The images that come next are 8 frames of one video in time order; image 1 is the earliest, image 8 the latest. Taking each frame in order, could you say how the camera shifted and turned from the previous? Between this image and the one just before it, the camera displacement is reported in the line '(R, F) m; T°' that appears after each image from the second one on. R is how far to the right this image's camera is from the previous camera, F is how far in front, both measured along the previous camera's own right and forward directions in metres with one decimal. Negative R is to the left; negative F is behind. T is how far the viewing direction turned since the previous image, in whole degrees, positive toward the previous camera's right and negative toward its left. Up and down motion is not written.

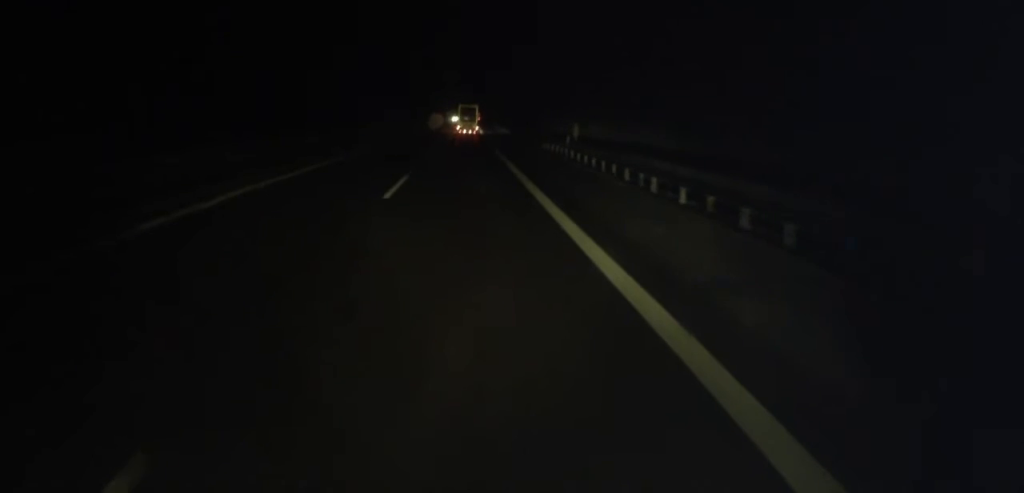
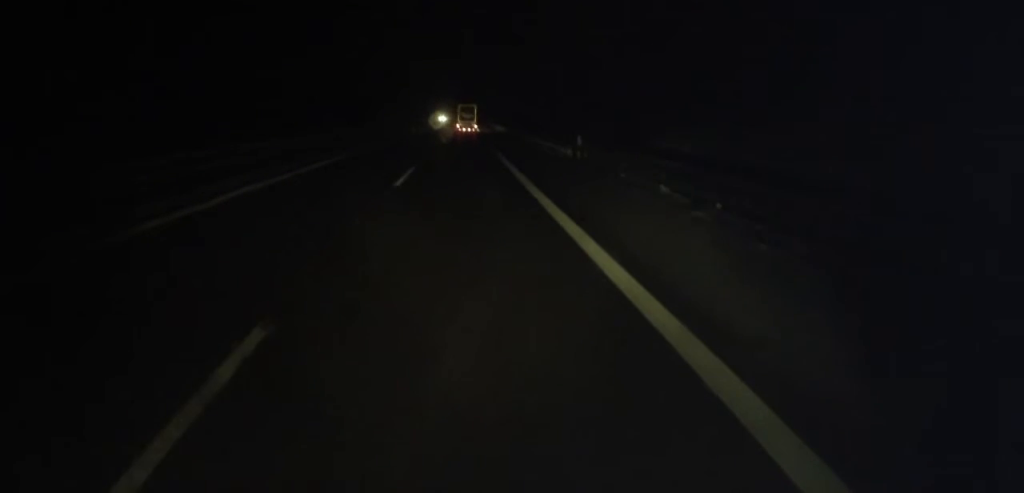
(+0.1, +51.7) m; 0°
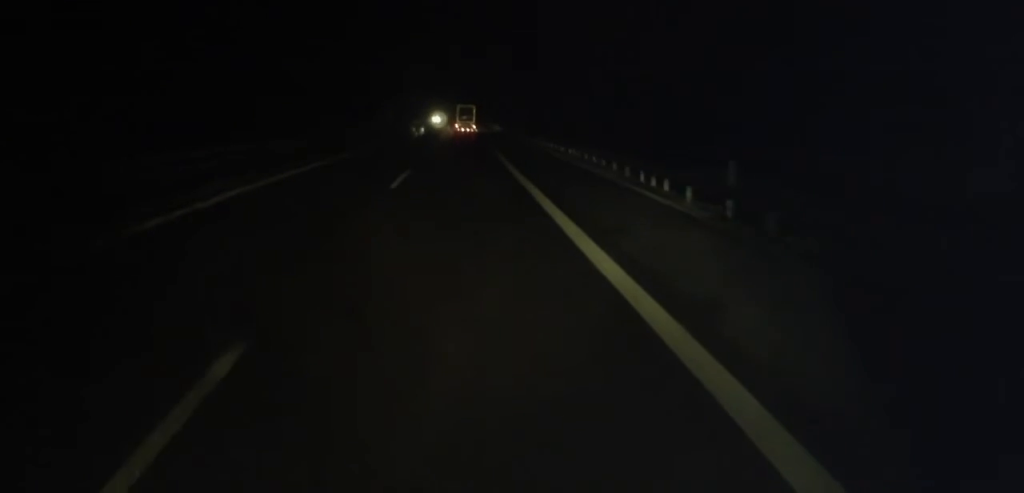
(+0.4, +18.7) m; +1°
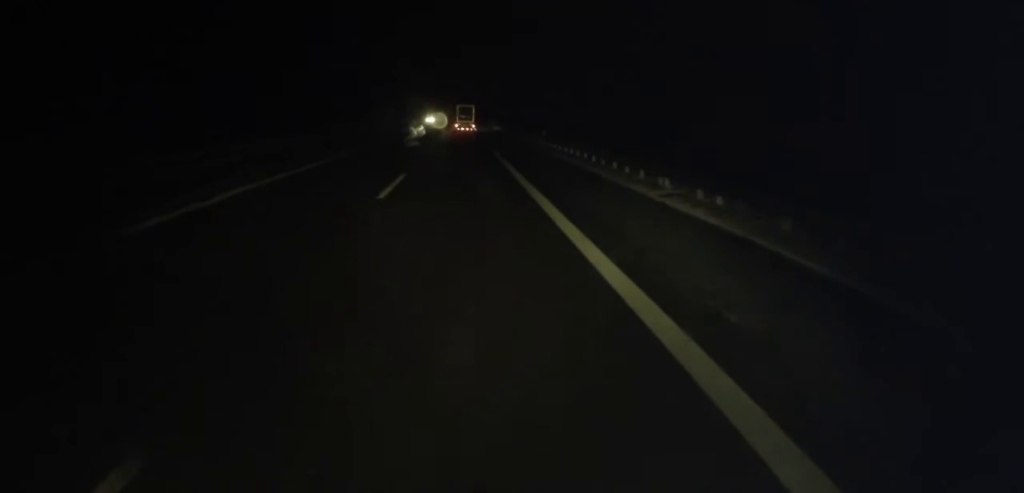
(0.0, +20.0) m; 0°
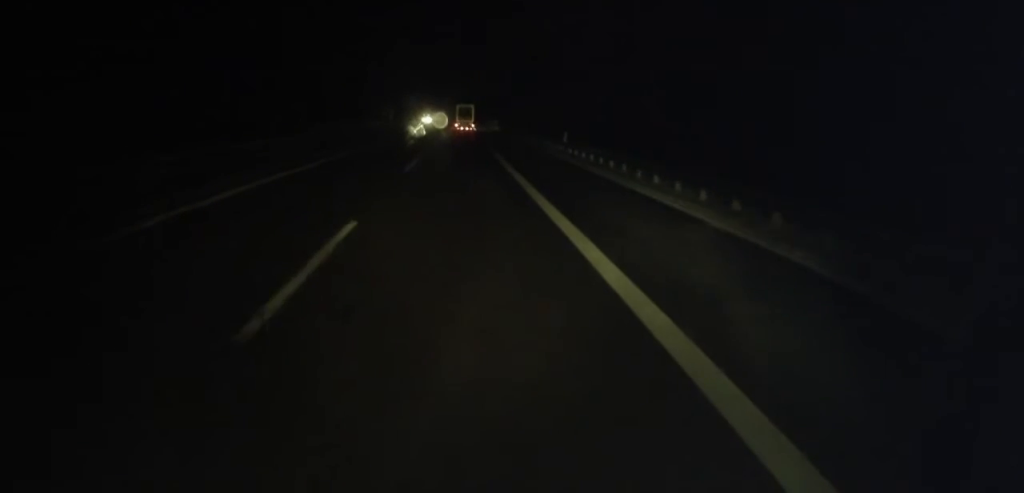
(0.0, +9.6) m; 0°
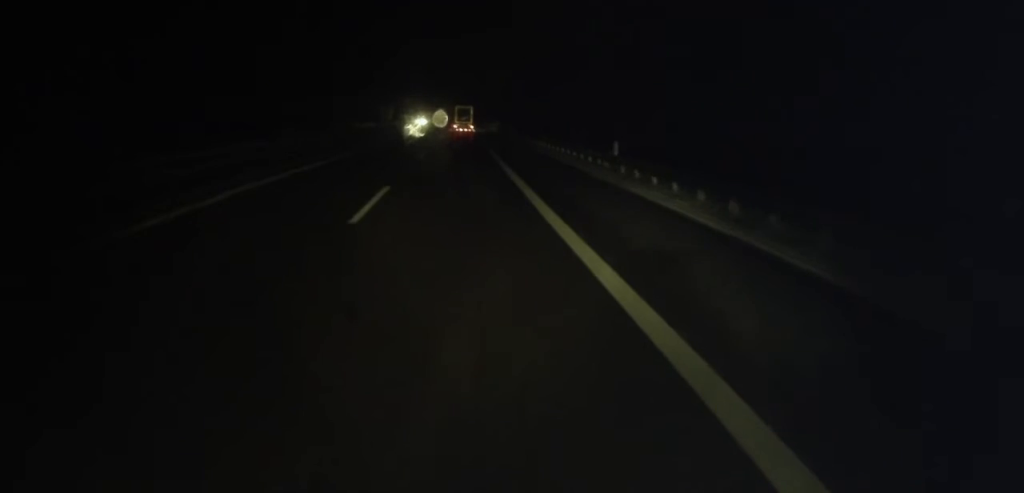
(-0.1, +11.8) m; +1°
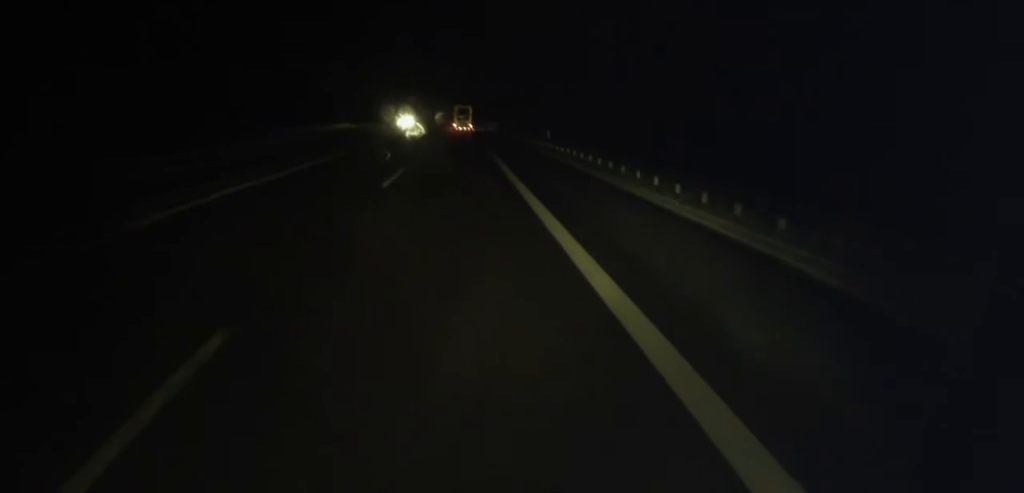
(+0.4, +30.1) m; 0°
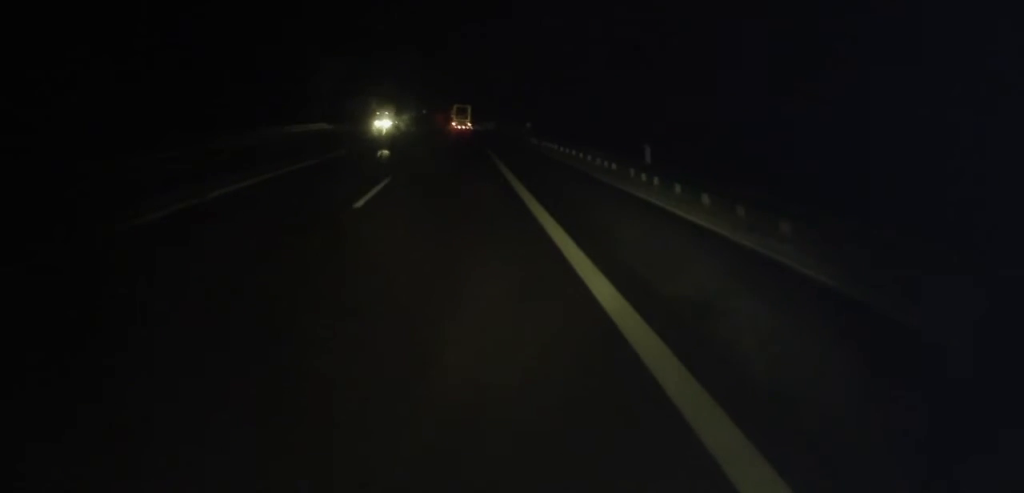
(-0.4, +22.1) m; -1°
